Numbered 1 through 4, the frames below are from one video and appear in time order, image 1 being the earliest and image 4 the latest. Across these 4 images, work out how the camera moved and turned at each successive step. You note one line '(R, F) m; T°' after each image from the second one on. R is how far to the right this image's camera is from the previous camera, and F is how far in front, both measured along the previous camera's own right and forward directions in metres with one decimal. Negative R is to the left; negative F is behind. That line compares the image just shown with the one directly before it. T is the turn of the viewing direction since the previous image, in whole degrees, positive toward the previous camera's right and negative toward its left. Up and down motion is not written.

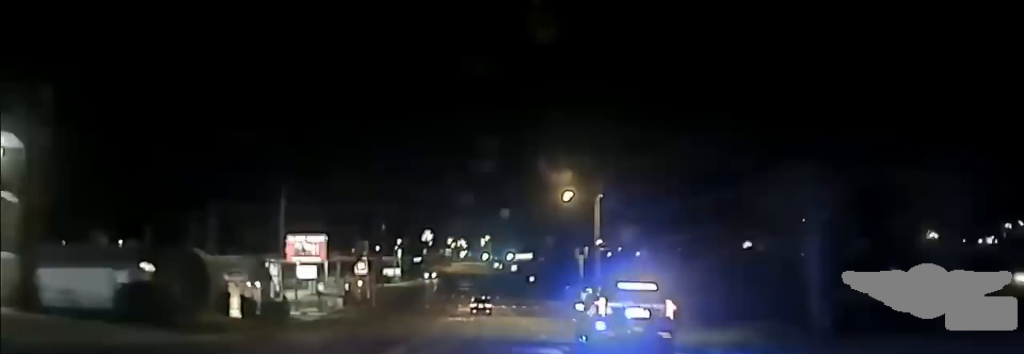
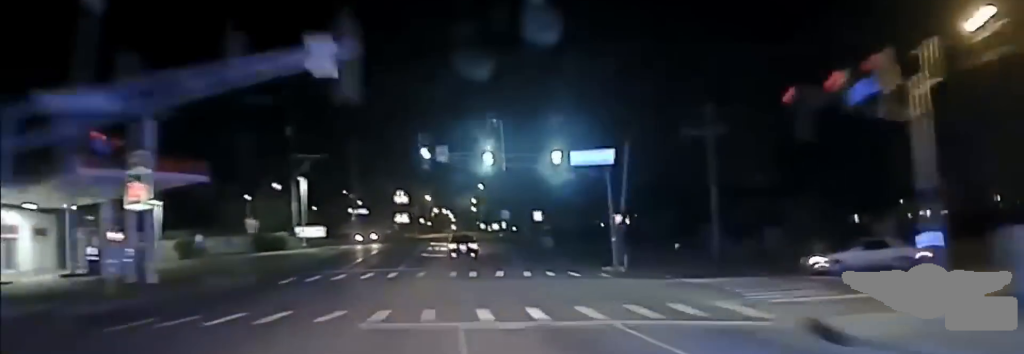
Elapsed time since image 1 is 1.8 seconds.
(+0.1, +76.6) m; 0°
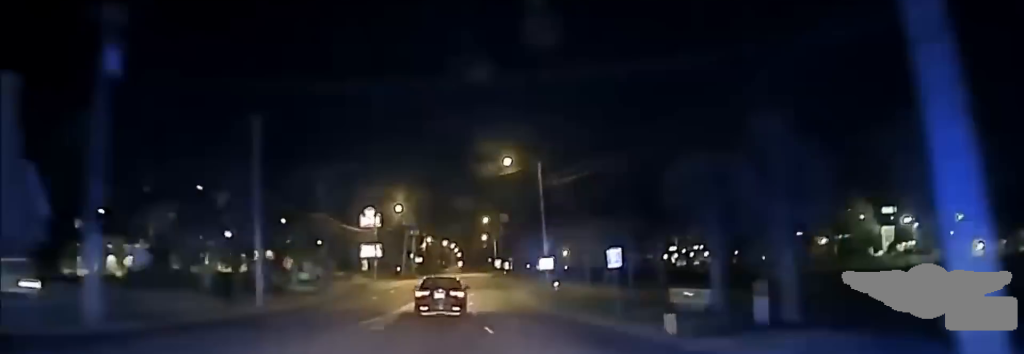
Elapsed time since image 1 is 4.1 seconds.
(+0.1, +88.7) m; 0°
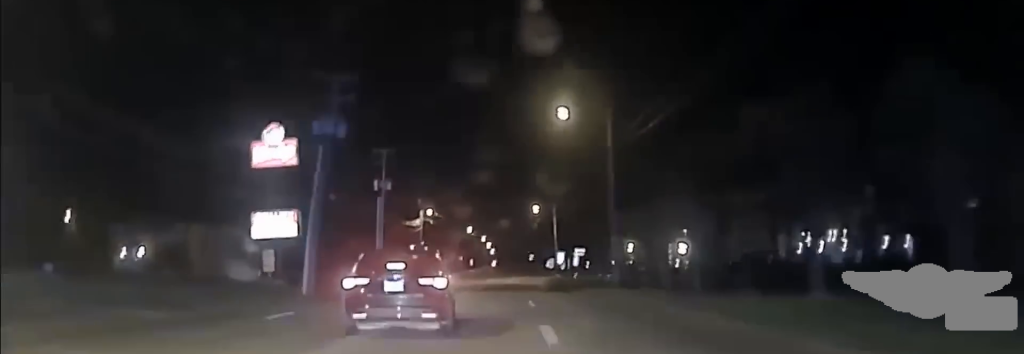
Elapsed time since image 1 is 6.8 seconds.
(-0.4, +84.1) m; -1°
